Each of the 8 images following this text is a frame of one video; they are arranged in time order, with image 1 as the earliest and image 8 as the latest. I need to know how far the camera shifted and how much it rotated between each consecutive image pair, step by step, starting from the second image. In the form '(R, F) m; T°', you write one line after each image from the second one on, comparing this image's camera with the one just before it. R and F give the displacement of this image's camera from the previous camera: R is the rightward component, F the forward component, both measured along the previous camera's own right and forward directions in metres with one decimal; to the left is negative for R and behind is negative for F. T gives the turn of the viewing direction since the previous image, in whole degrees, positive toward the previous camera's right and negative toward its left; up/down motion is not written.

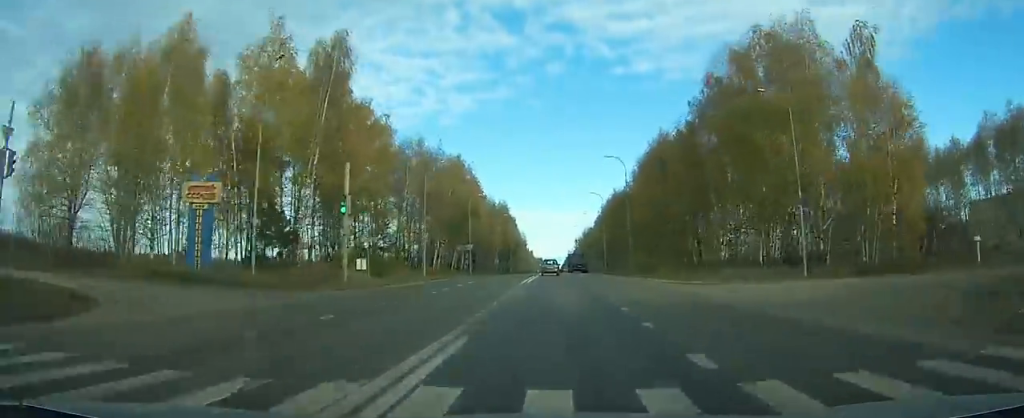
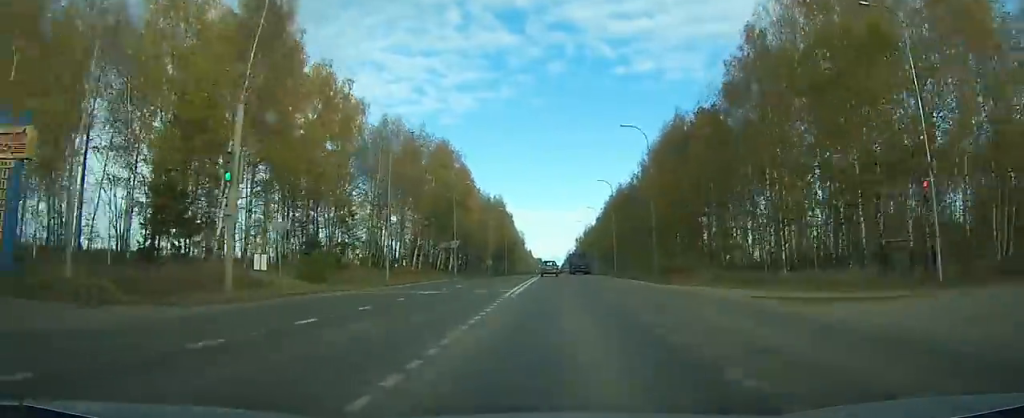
(0.0, +13.2) m; 0°
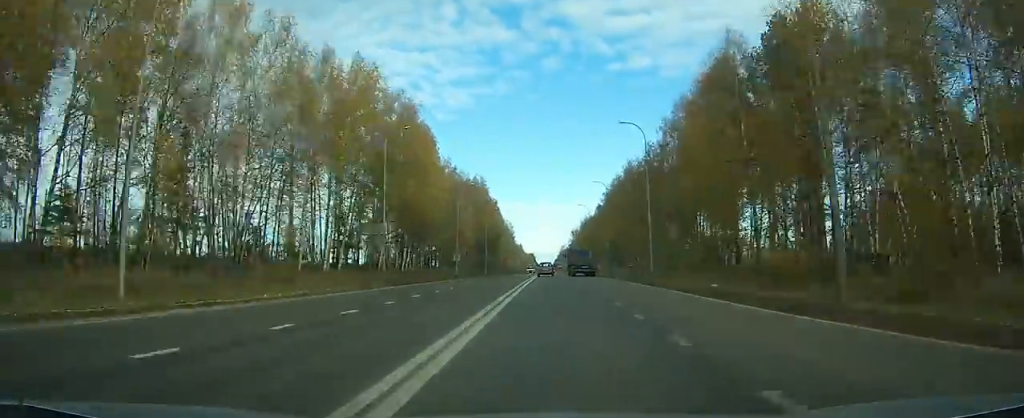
(0.0, +28.7) m; 0°
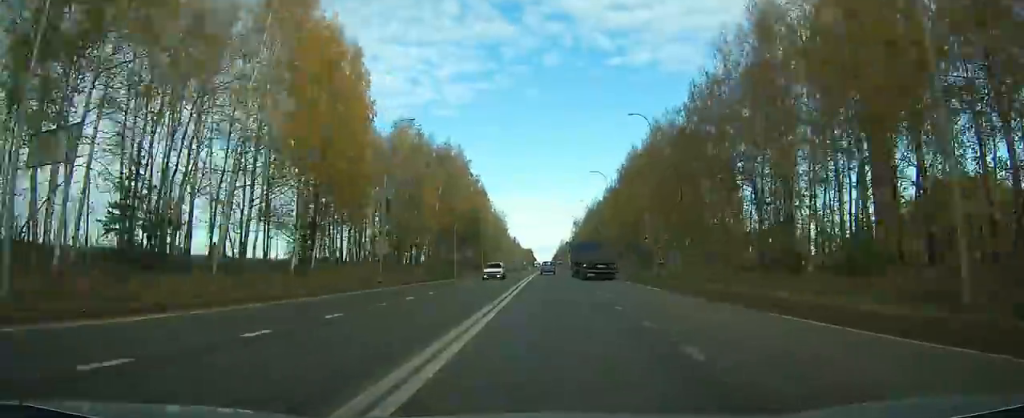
(0.0, +31.2) m; 0°
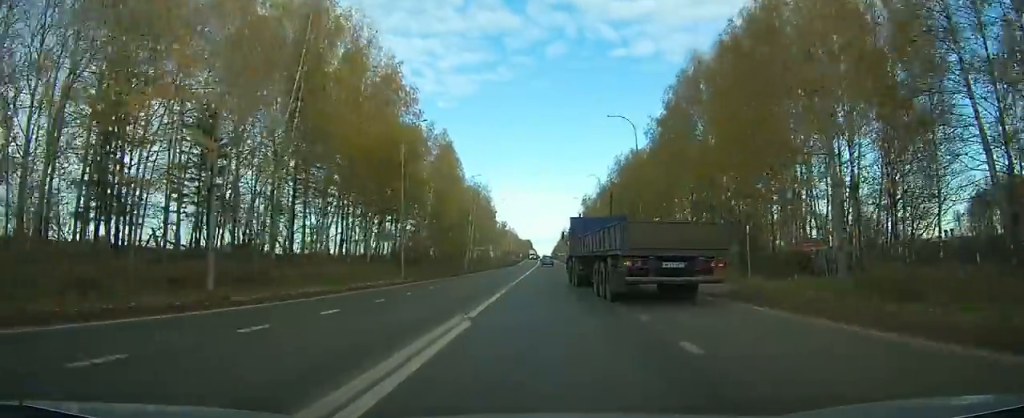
(+0.4, +50.3) m; 0°
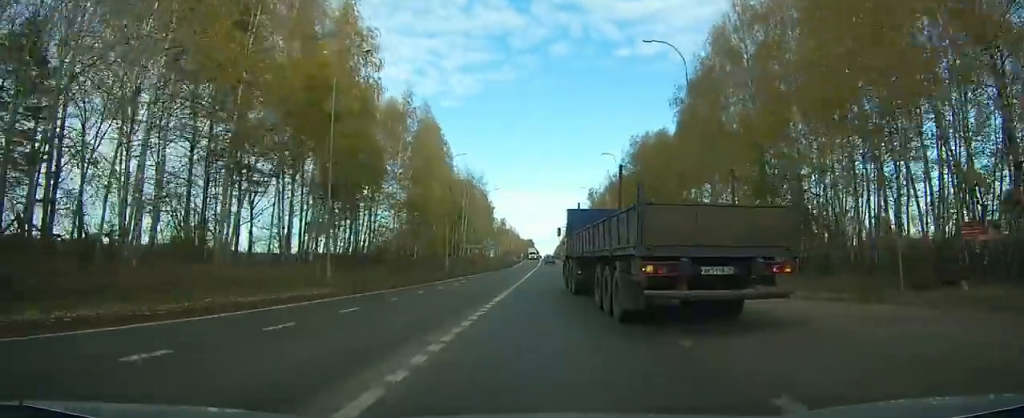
(-0.2, +17.6) m; -1°
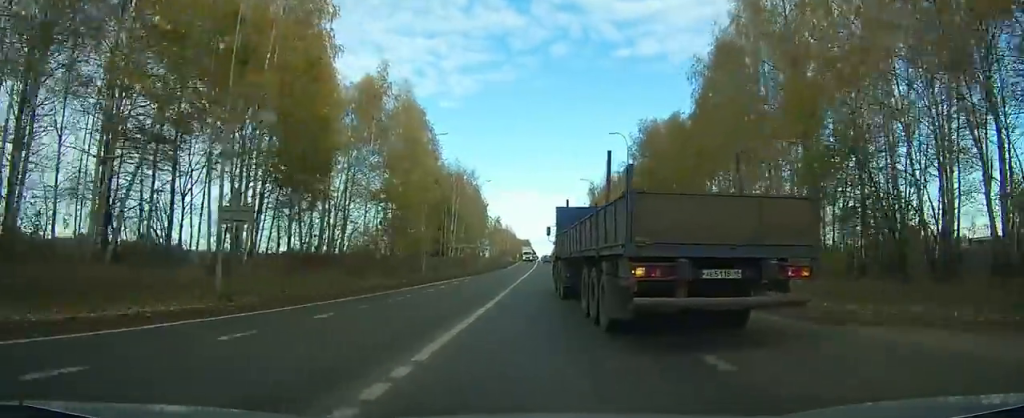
(-0.1, +12.4) m; 0°
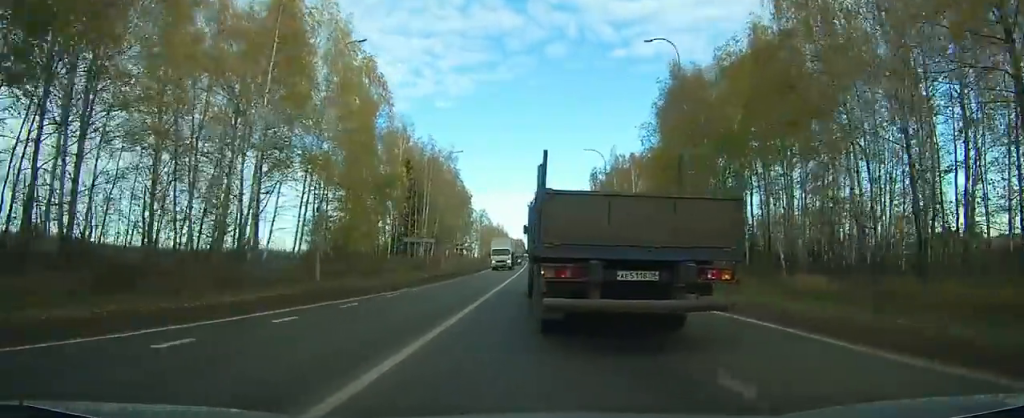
(-0.2, +25.8) m; 0°
